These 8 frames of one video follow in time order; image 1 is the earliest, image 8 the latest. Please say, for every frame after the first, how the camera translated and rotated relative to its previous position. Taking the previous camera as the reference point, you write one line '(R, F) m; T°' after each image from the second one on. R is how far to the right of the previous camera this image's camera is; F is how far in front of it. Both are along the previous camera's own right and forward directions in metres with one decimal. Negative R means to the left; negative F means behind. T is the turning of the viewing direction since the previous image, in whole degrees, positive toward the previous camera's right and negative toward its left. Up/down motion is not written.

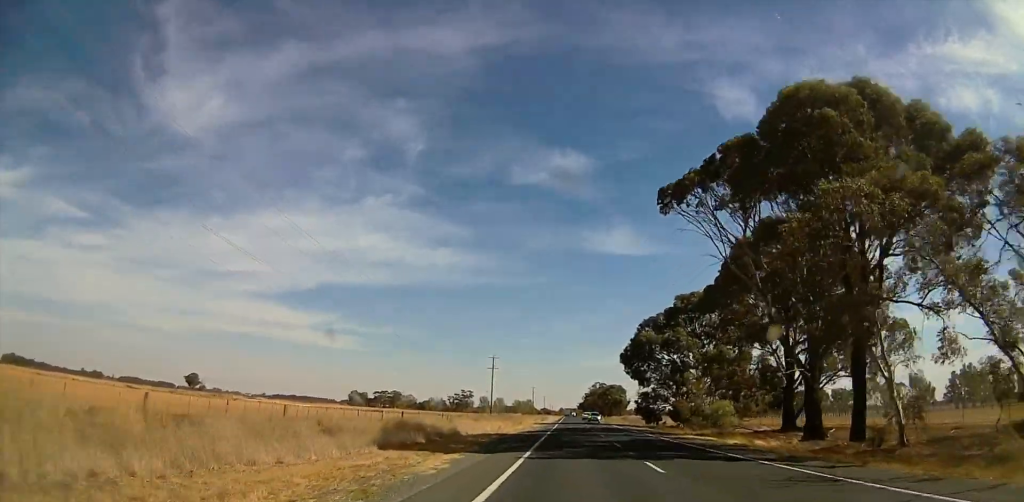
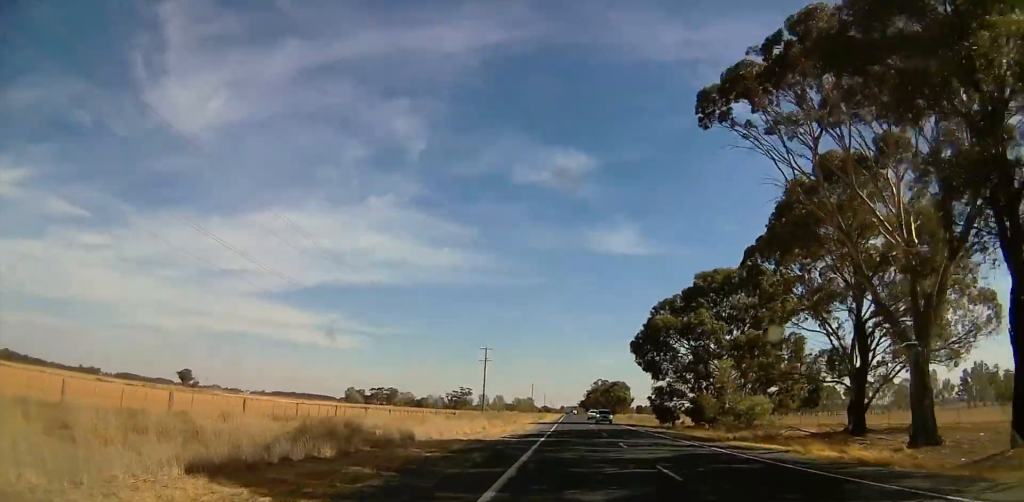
(+0.3, +12.4) m; +1°
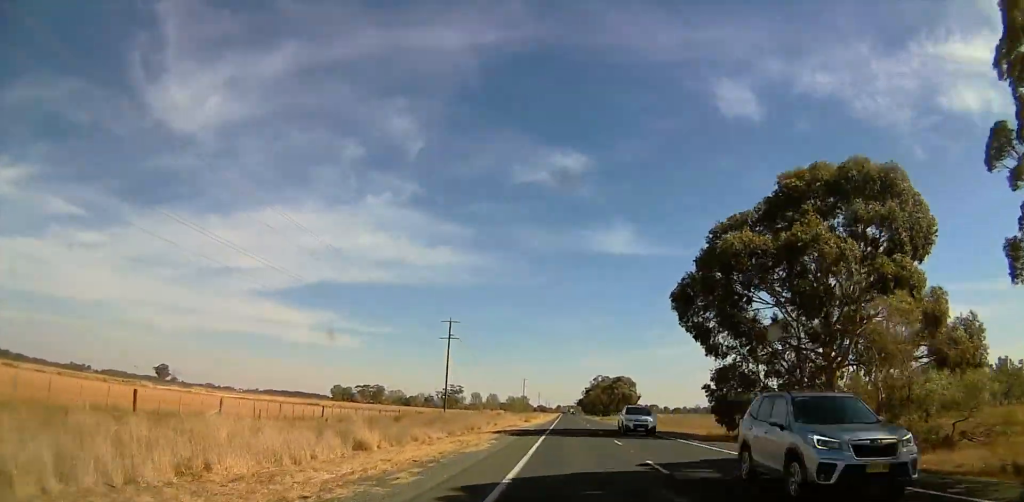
(-0.7, +34.7) m; -3°
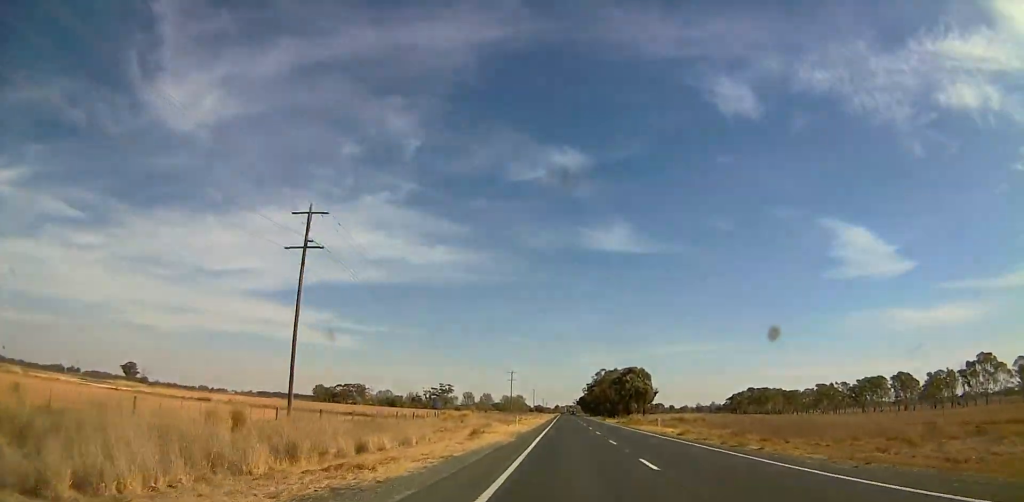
(-0.6, +54.1) m; +1°
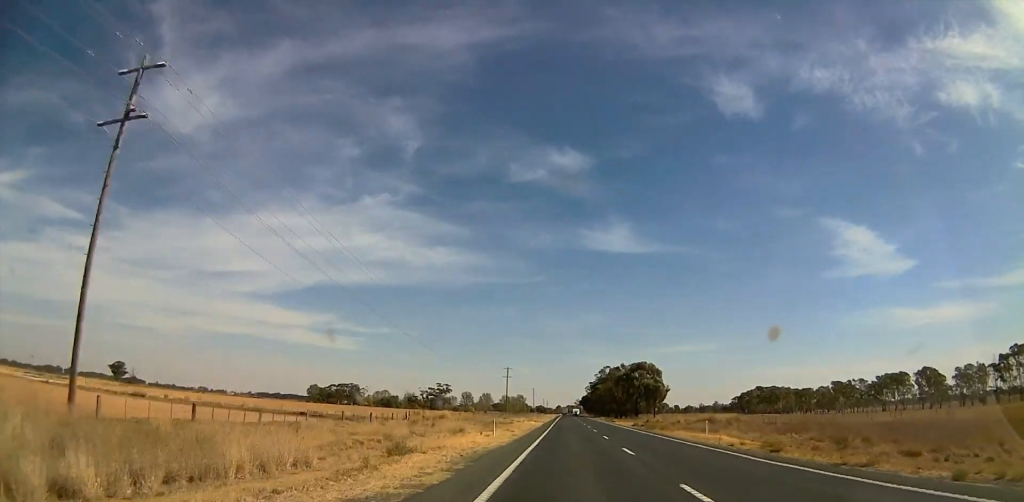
(+0.3, +19.5) m; +1°
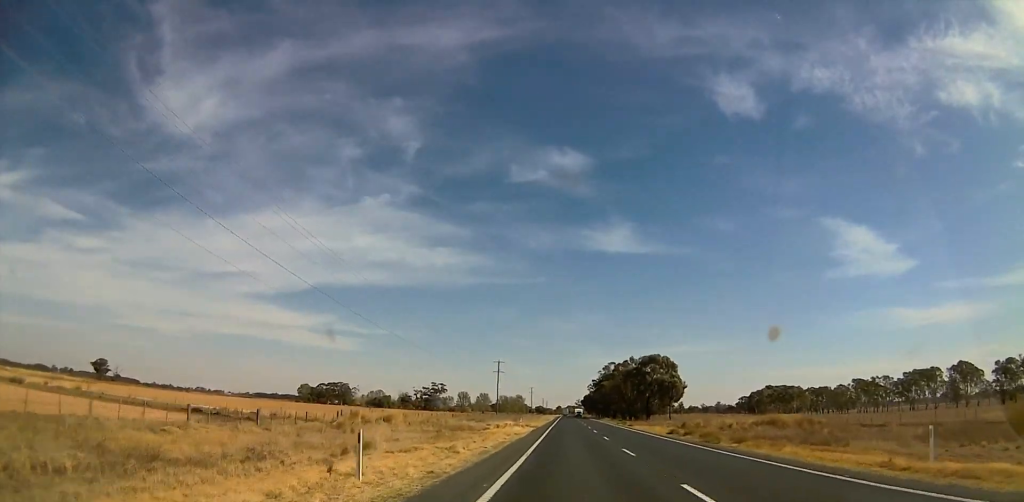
(+0.2, +24.0) m; 0°
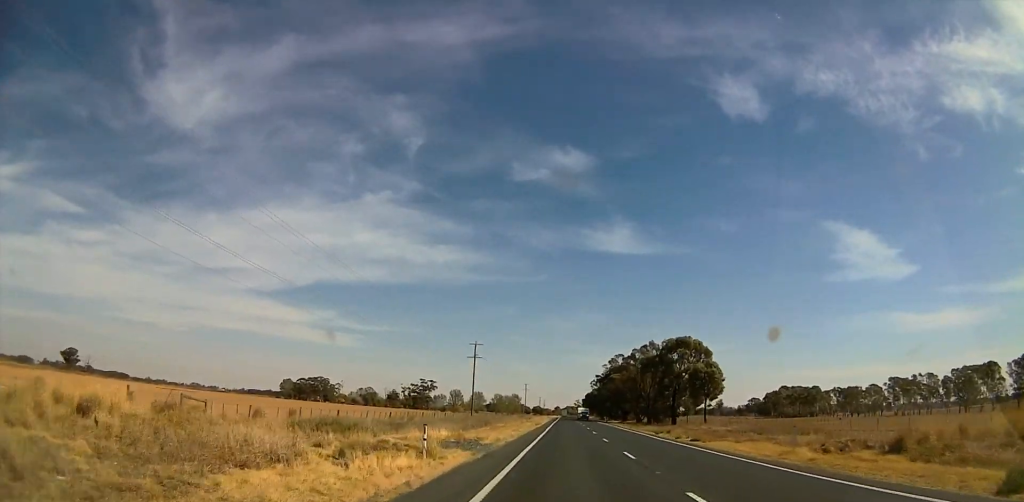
(-0.4, +36.1) m; -1°
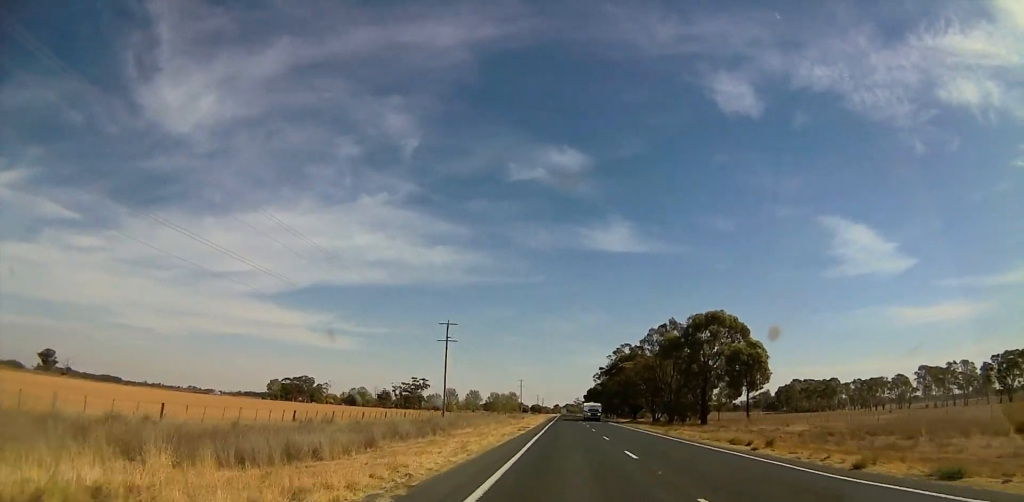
(+0.1, +22.0) m; +1°
